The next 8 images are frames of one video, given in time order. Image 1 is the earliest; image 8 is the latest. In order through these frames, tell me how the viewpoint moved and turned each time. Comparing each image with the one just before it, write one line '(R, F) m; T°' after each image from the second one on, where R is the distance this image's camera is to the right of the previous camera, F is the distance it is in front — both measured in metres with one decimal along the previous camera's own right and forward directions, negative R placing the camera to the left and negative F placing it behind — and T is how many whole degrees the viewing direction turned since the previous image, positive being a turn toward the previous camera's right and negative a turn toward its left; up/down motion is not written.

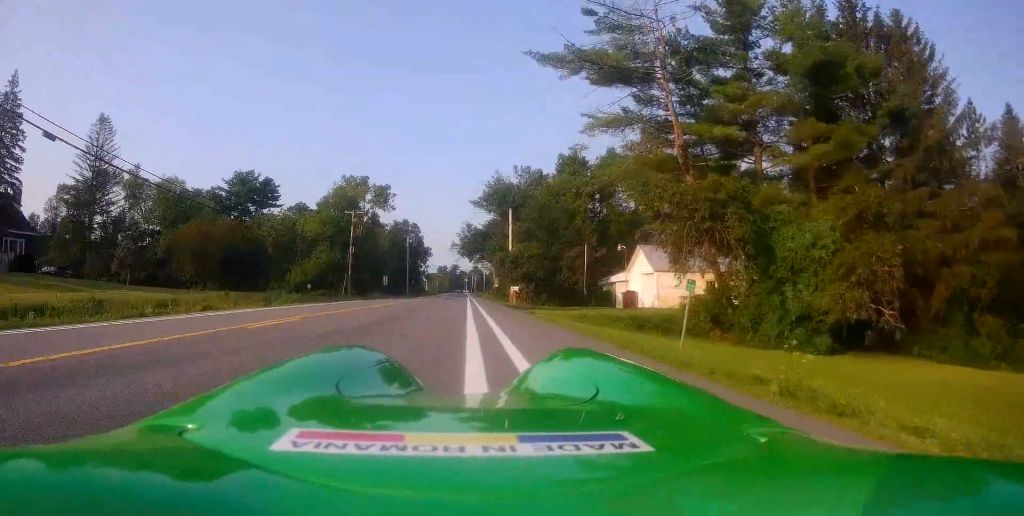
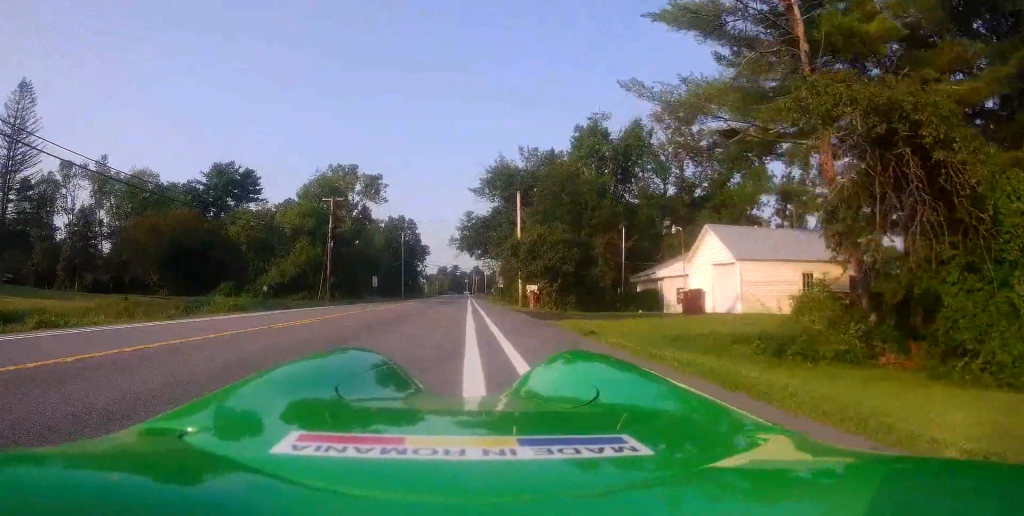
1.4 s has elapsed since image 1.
(0.0, +10.3) m; -1°
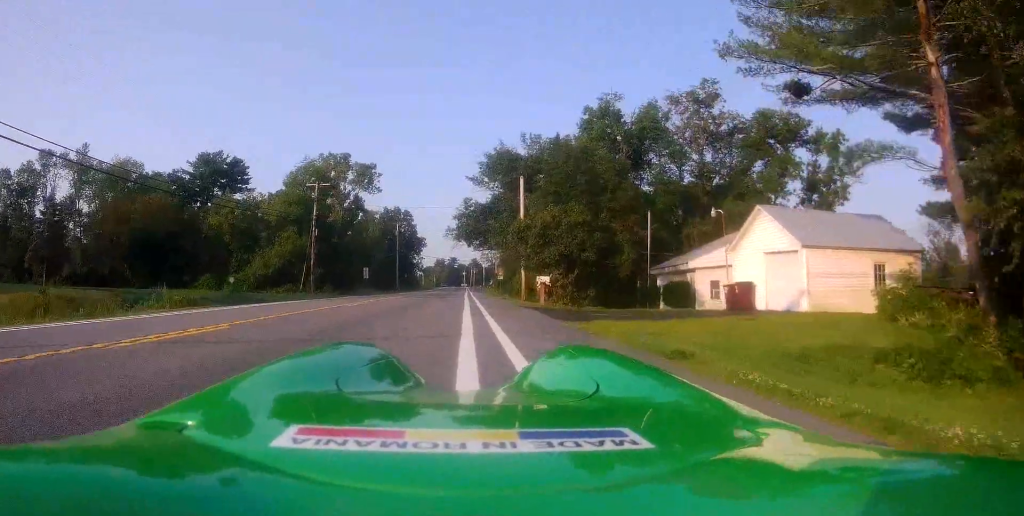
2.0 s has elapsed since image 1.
(+0.1, +5.0) m; -2°
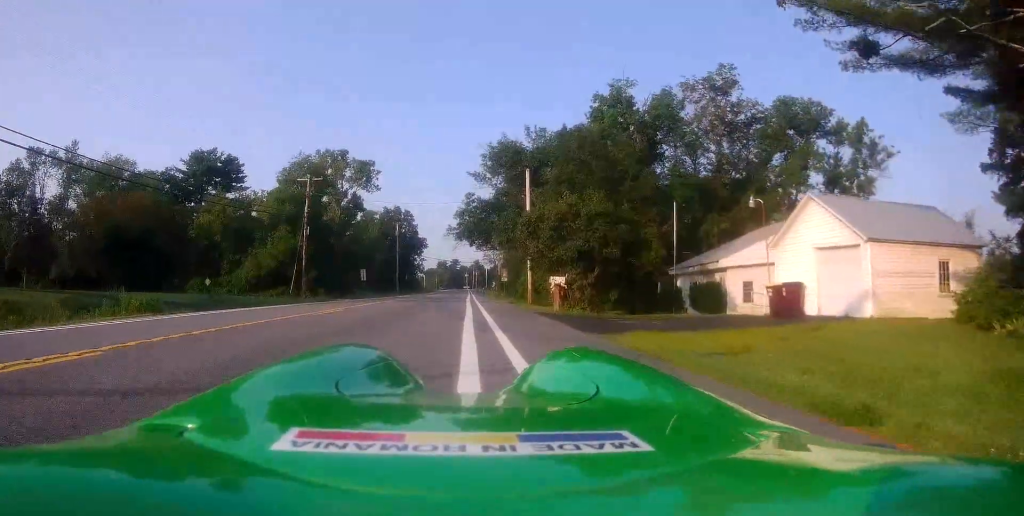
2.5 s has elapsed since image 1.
(-0.2, +3.1) m; 0°
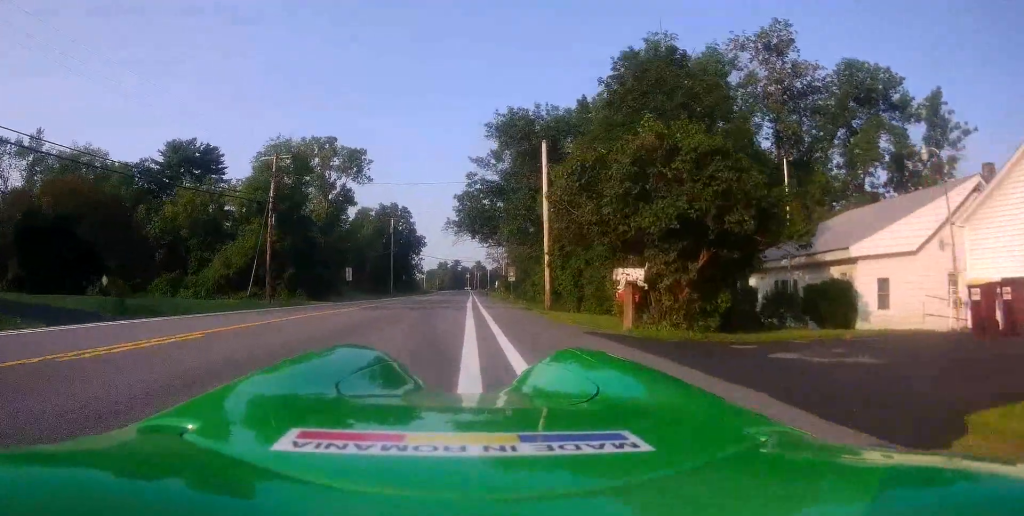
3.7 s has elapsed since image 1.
(0.0, +8.8) m; +2°
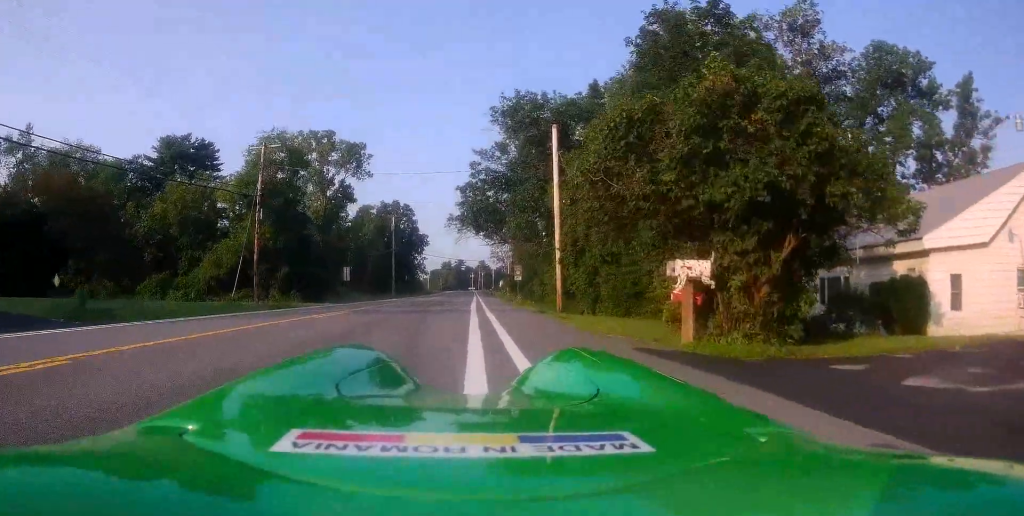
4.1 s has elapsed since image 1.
(+0.1, +3.0) m; +1°
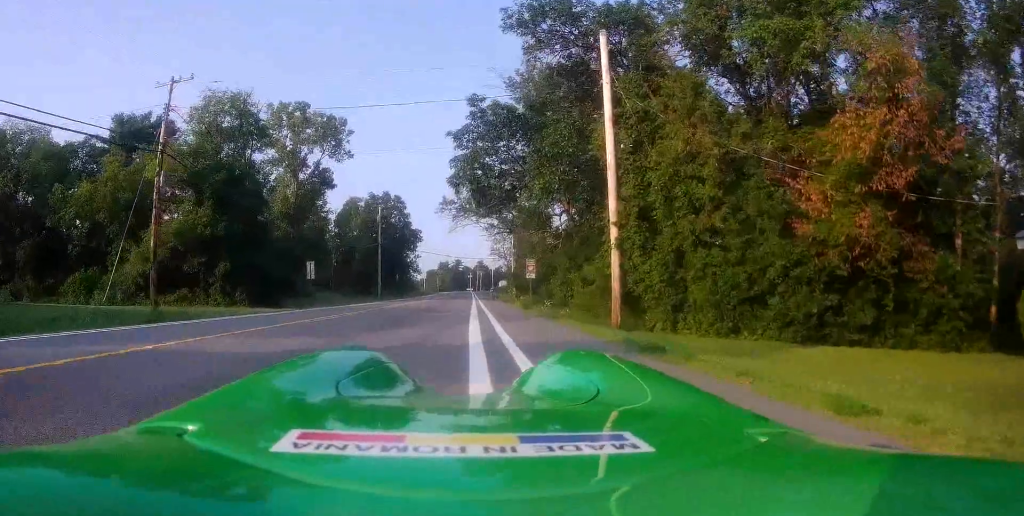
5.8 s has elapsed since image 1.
(+0.8, +12.1) m; +1°
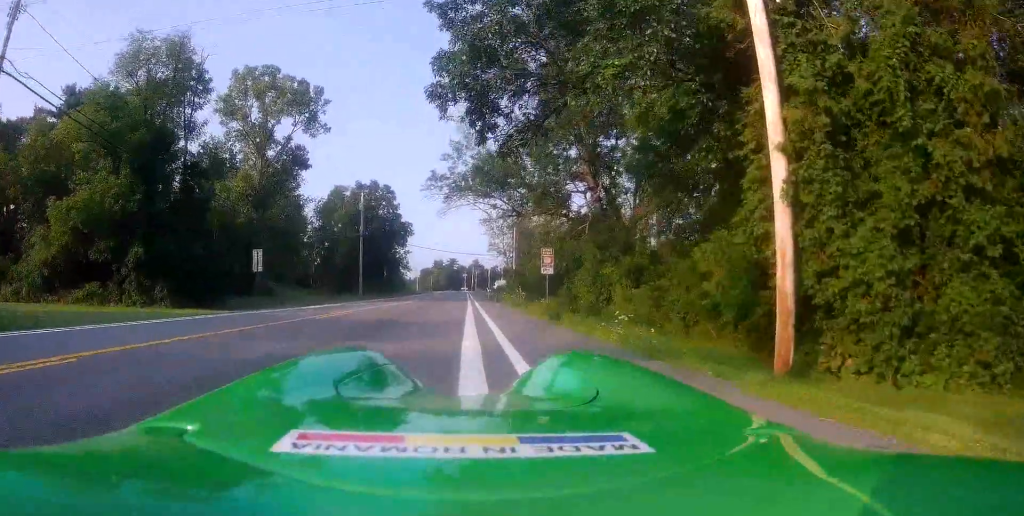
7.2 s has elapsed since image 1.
(-1.1, +10.5) m; -4°
